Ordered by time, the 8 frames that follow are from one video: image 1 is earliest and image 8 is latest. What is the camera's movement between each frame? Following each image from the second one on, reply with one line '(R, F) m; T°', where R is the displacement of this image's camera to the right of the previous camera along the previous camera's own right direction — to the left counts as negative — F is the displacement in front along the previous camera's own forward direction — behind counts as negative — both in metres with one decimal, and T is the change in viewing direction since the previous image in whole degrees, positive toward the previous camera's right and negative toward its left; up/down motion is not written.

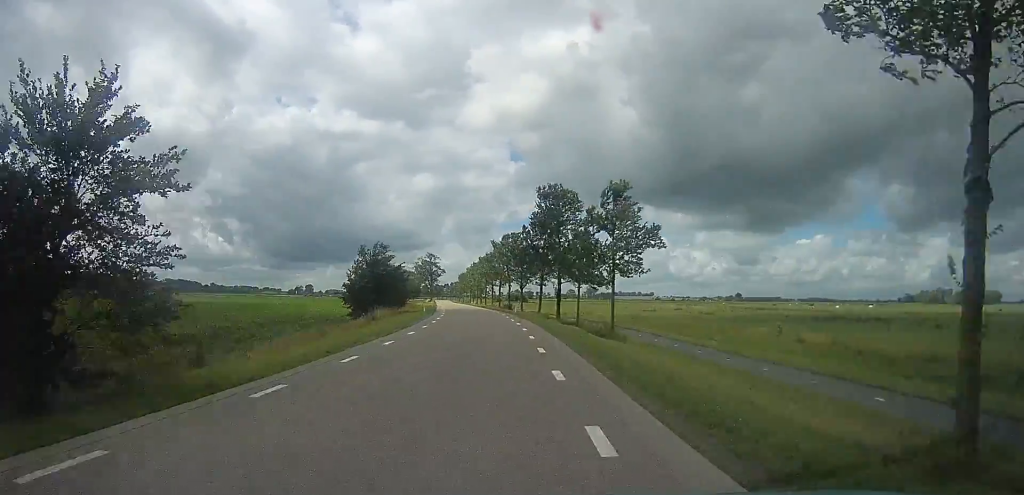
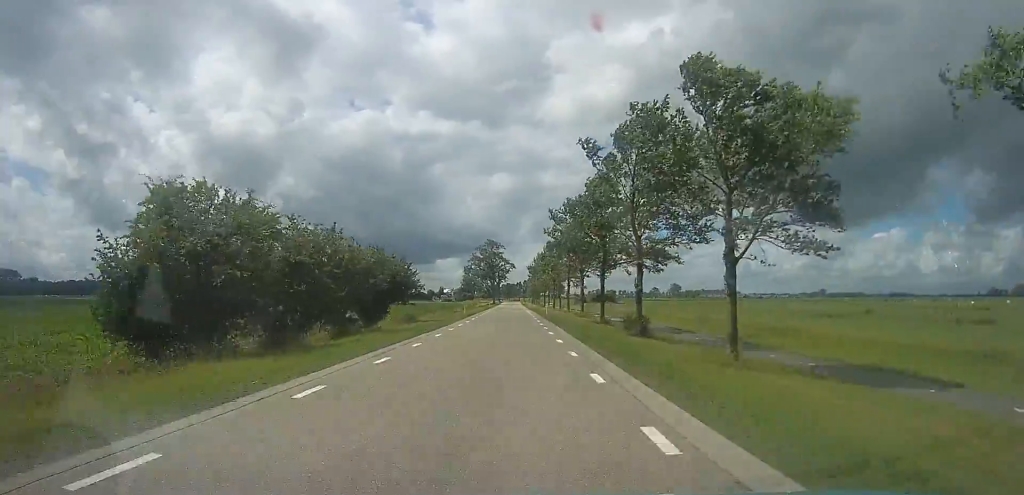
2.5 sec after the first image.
(-2.1, +44.4) m; -10°
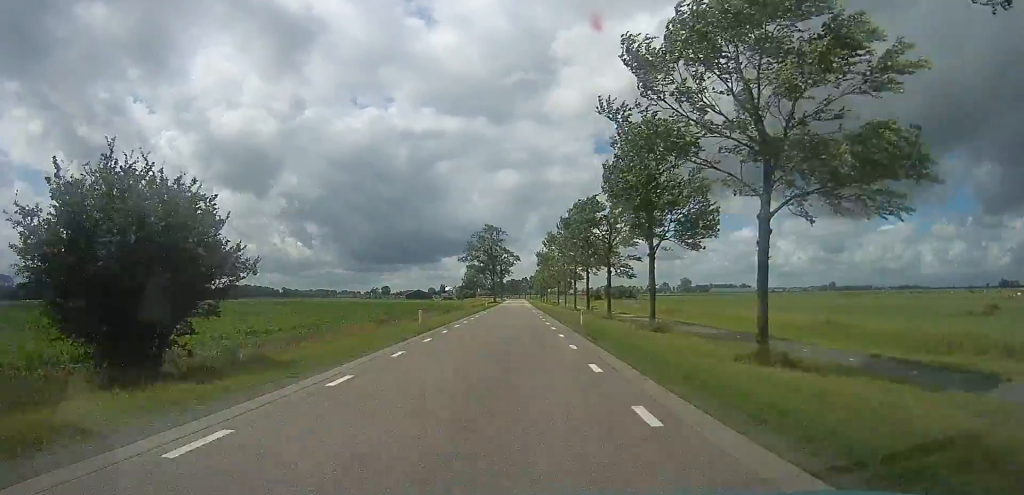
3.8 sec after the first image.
(+0.2, +23.4) m; +4°
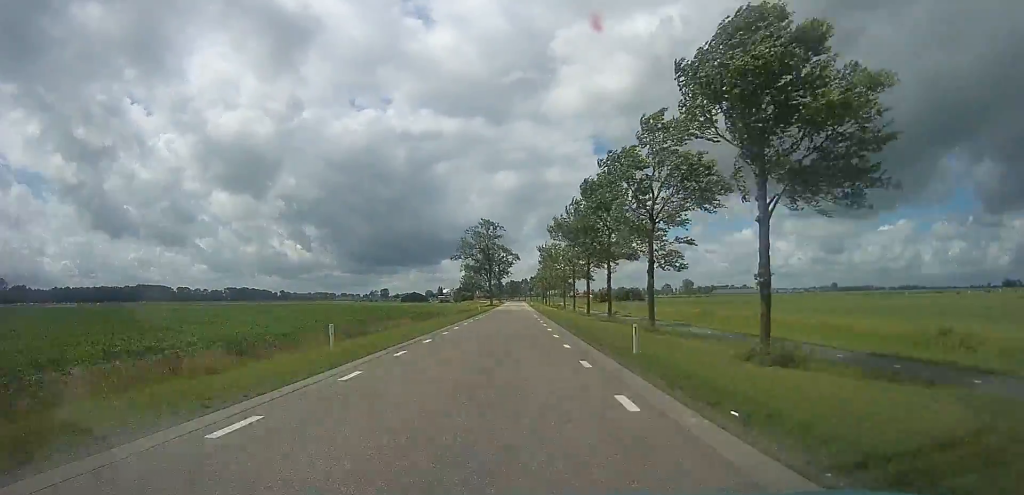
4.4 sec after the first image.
(+0.2, +11.4) m; +1°
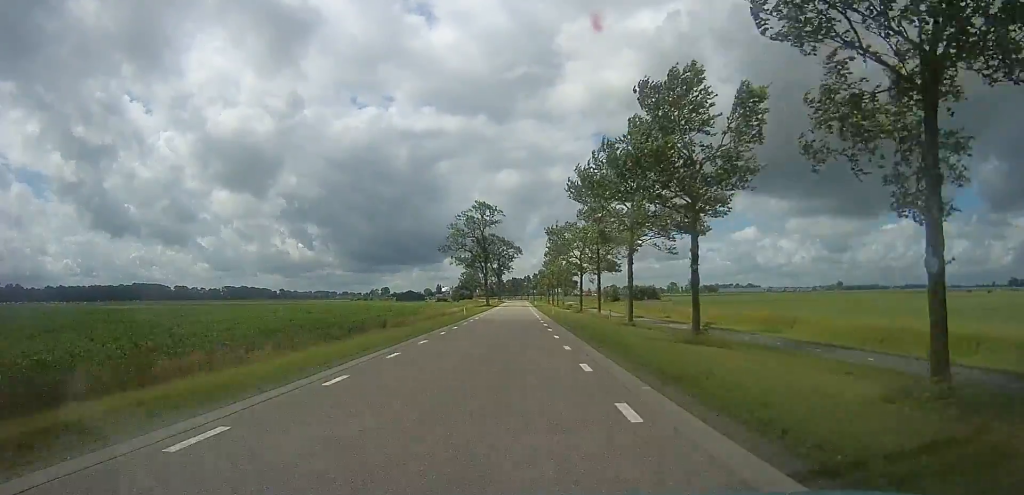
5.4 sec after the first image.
(0.0, +16.7) m; 0°
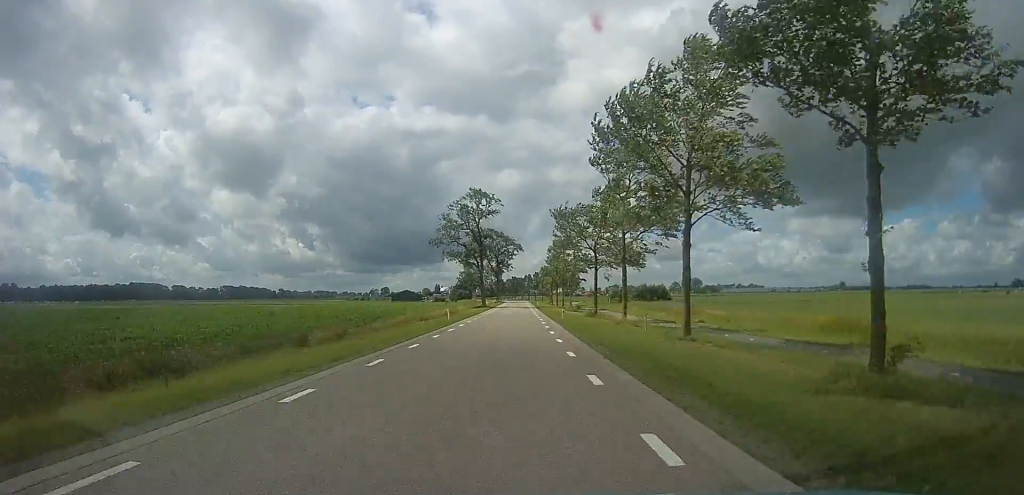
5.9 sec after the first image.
(0.0, +9.6) m; 0°
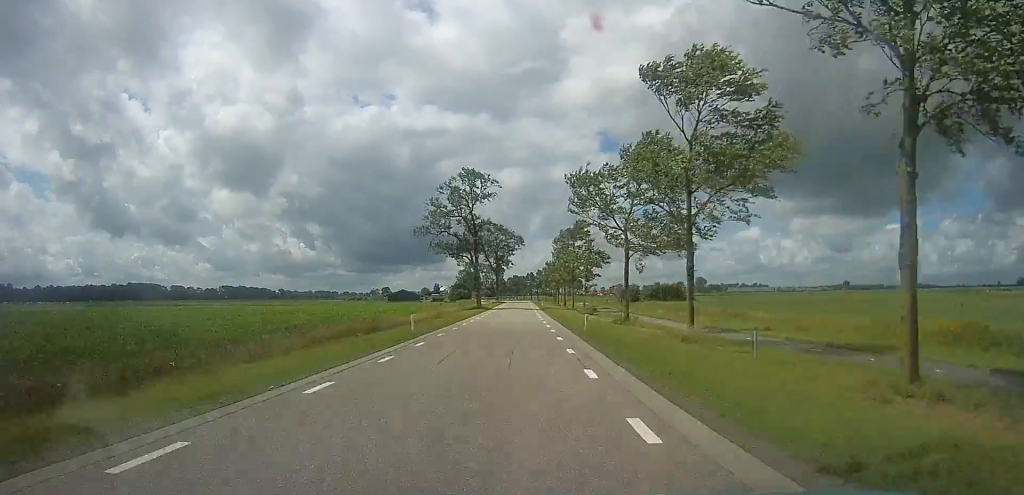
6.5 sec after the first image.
(0.0, +11.4) m; -2°
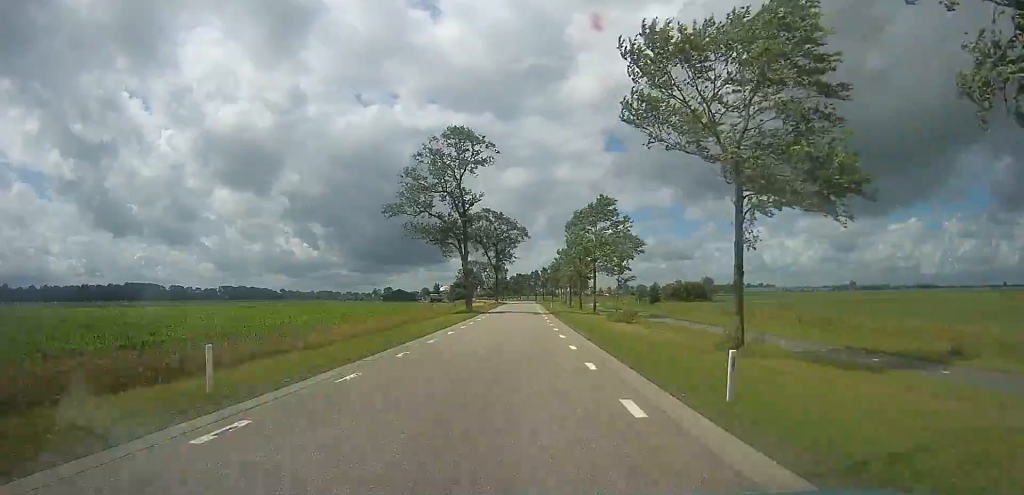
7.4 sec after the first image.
(-0.3, +14.9) m; -3°
